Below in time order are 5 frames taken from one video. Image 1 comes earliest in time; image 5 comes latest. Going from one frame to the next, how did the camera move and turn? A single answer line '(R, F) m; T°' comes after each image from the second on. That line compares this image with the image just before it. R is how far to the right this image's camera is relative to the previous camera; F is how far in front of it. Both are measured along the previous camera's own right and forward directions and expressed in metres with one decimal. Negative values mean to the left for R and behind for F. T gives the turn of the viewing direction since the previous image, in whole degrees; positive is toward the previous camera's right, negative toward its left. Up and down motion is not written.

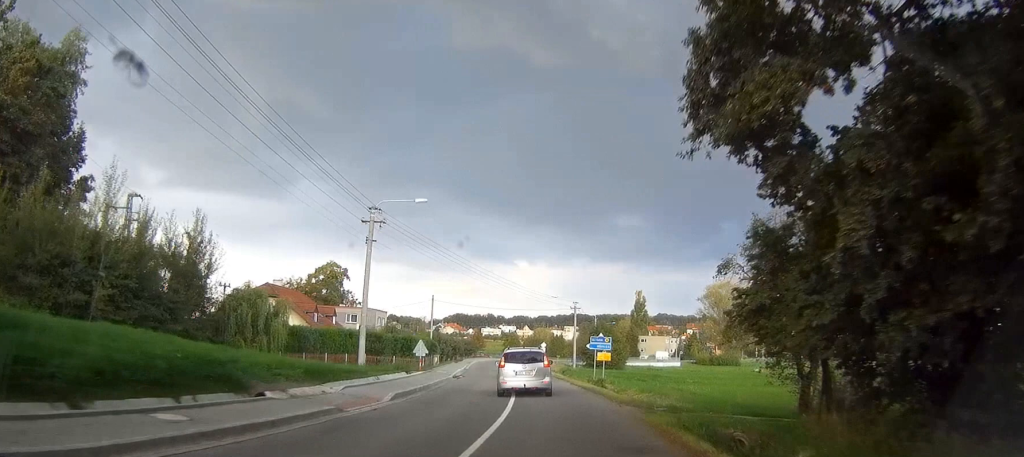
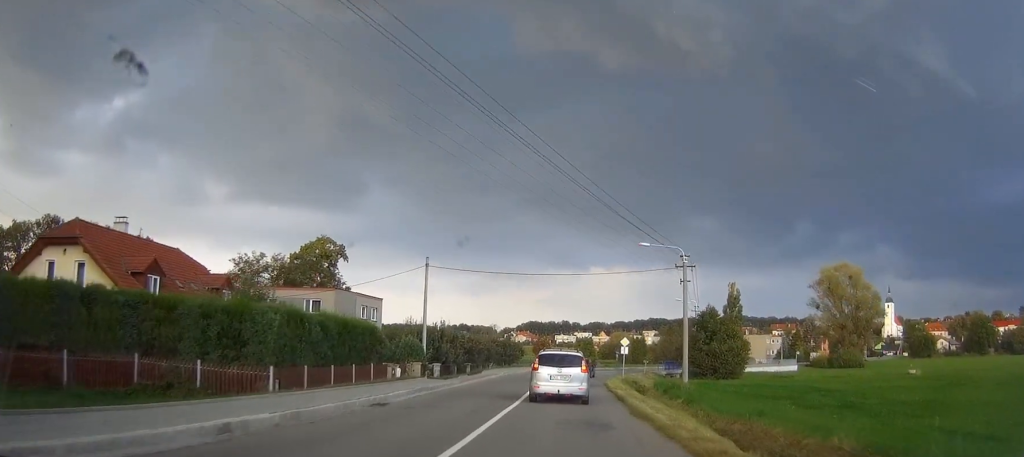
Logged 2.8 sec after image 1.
(-2.1, +41.4) m; -8°
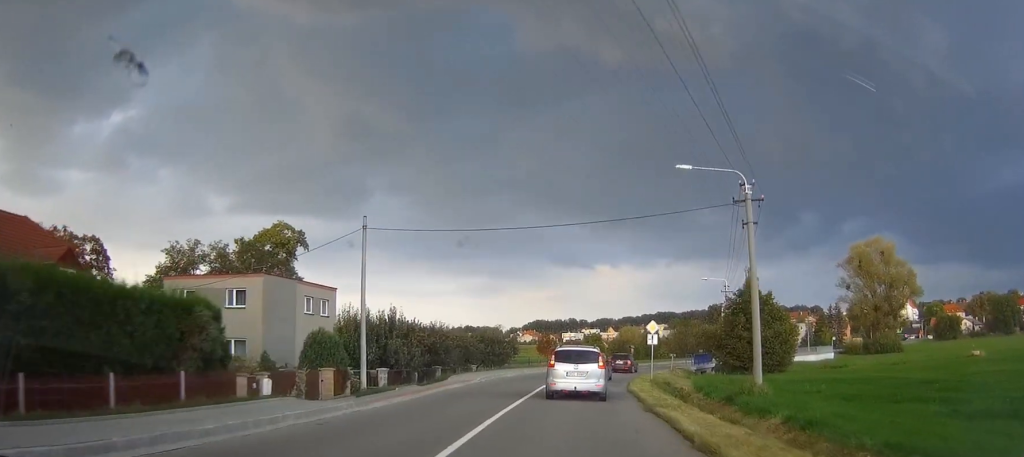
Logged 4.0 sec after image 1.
(-0.4, +15.9) m; -1°
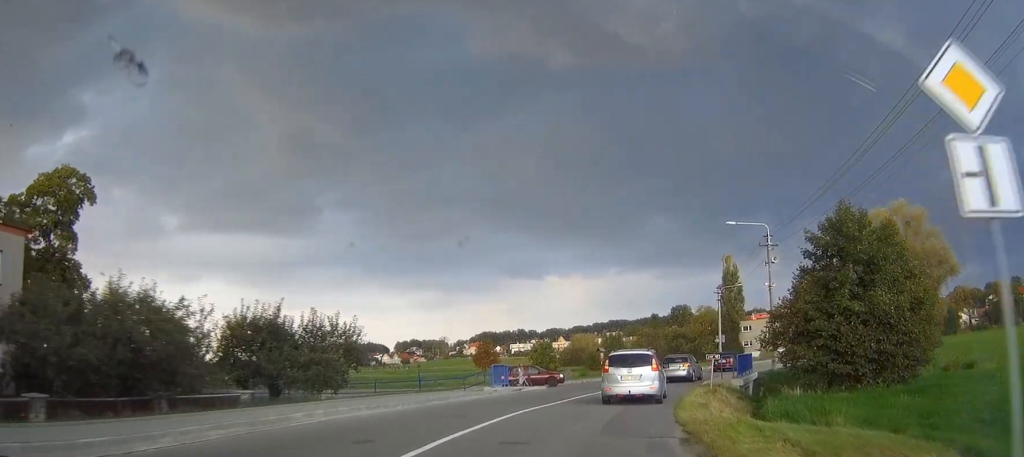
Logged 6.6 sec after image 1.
(+0.6, +33.6) m; +3°
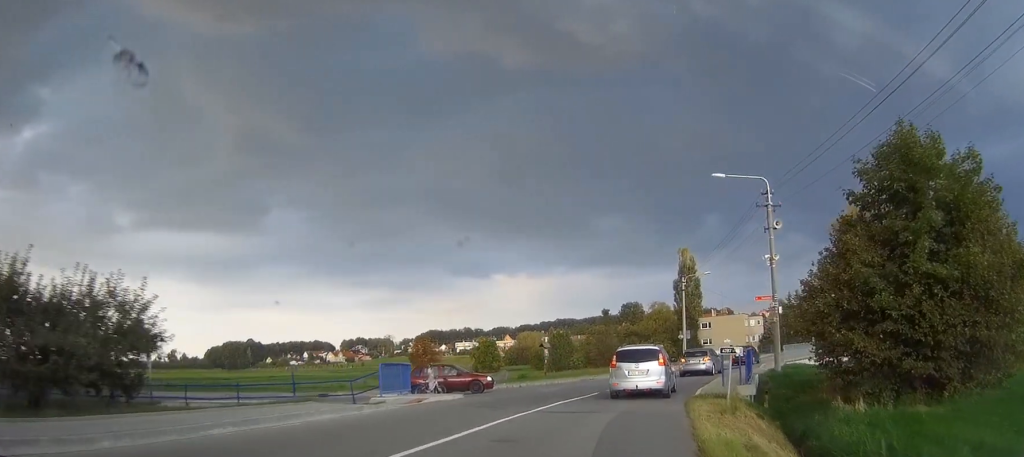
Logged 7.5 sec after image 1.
(+0.1, +12.1) m; +2°
